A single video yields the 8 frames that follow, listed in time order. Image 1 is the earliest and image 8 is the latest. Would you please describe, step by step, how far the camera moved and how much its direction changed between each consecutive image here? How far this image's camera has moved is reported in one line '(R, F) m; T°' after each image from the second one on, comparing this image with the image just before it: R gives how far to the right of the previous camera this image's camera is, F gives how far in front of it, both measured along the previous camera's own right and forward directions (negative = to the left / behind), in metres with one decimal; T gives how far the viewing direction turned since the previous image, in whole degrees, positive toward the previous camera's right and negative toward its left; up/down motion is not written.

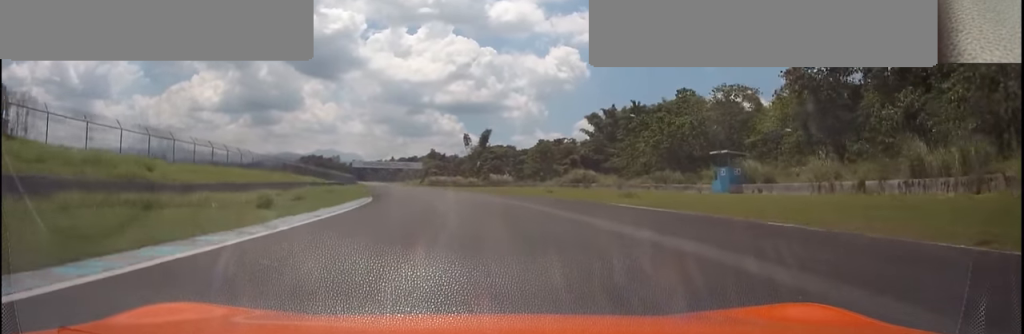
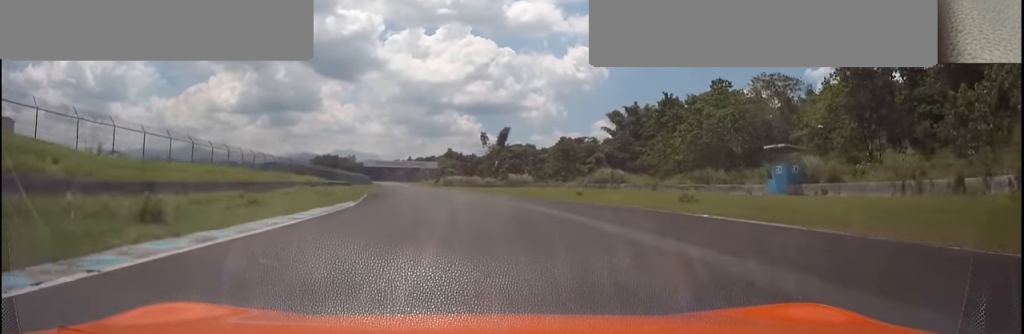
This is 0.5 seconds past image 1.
(-0.1, +8.0) m; -2°
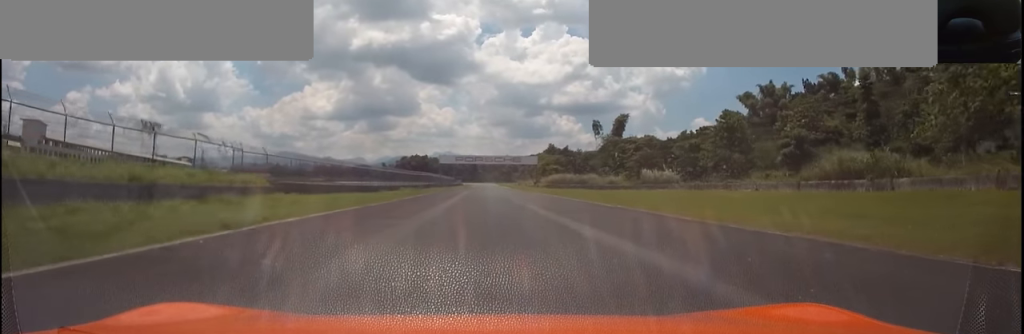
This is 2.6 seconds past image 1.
(-3.6, +38.4) m; -11°
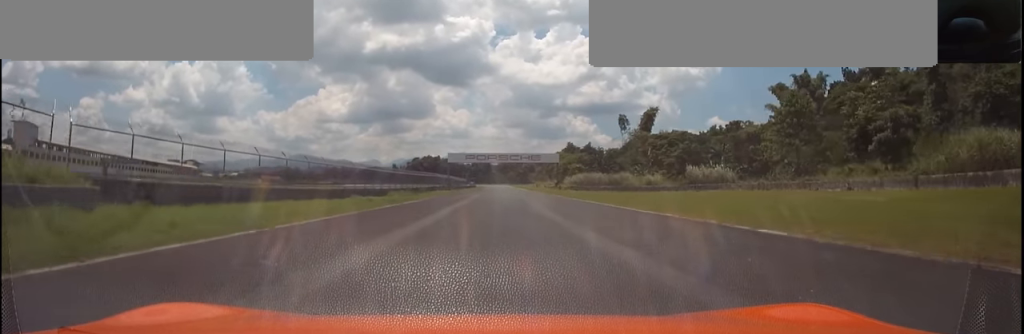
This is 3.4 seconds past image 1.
(-0.4, +13.9) m; -2°
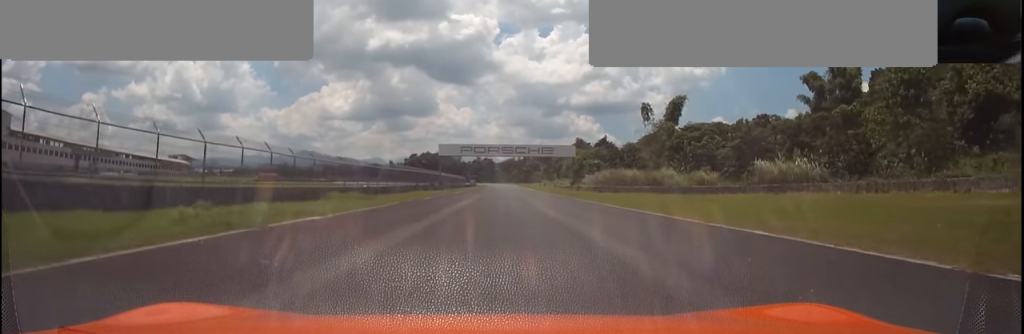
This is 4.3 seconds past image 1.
(-0.3, +18.7) m; -2°
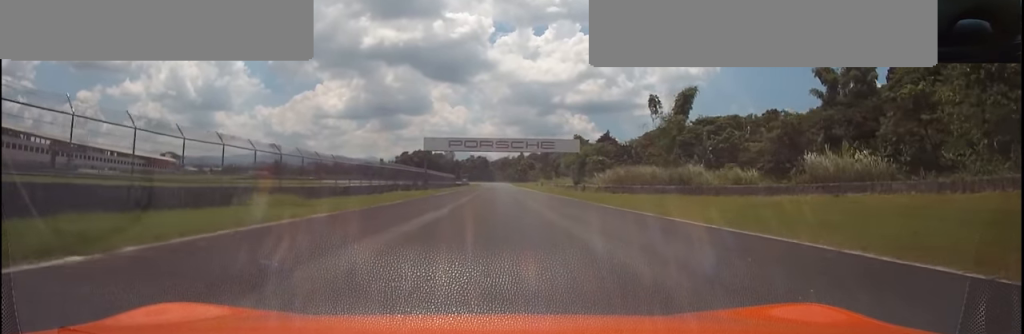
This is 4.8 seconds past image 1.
(-0.2, +10.4) m; 0°
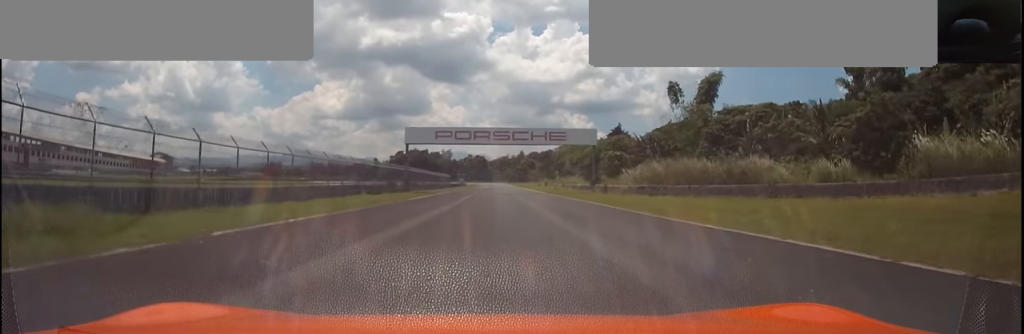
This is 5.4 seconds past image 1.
(-0.1, +12.9) m; 0°
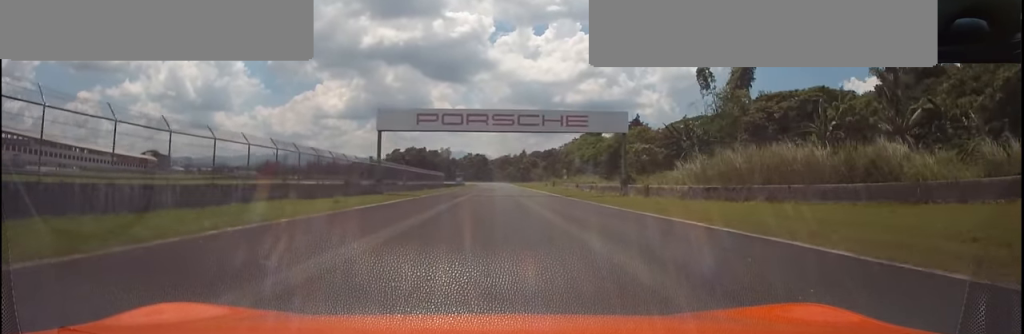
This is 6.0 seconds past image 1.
(+0.1, +14.0) m; 0°
